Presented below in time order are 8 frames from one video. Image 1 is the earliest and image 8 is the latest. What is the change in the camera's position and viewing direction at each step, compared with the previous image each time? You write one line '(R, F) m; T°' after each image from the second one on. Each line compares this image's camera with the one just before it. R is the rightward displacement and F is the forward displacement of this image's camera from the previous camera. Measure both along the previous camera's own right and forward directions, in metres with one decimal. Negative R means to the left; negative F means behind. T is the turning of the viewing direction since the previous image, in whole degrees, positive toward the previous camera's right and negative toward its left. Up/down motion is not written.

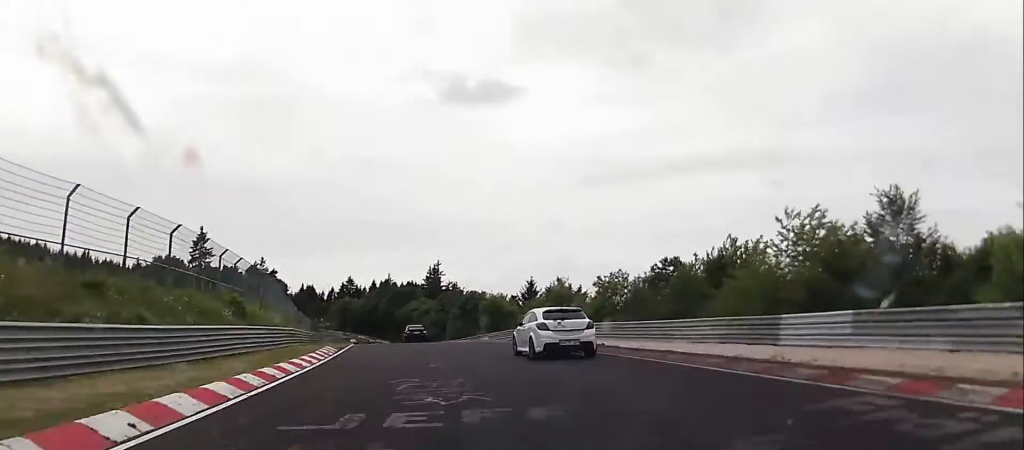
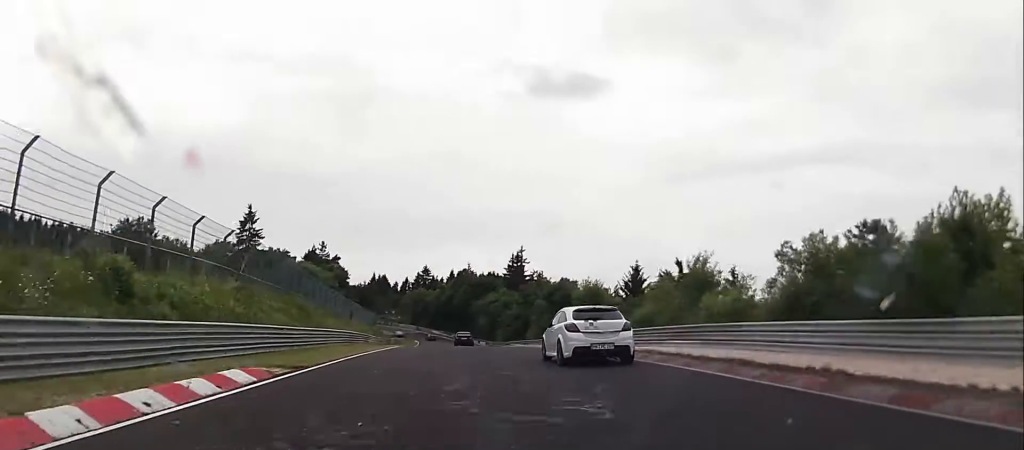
(-1.3, +19.0) m; -7°
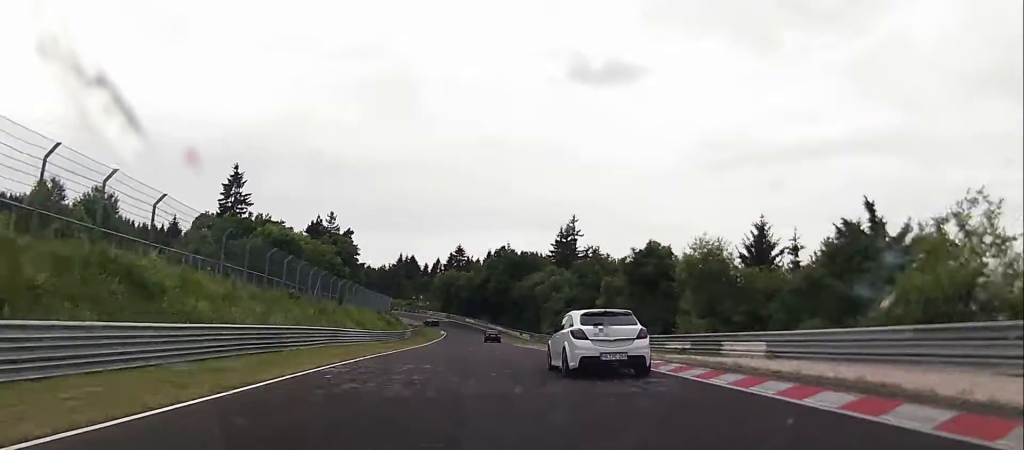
(-1.5, +26.8) m; -3°
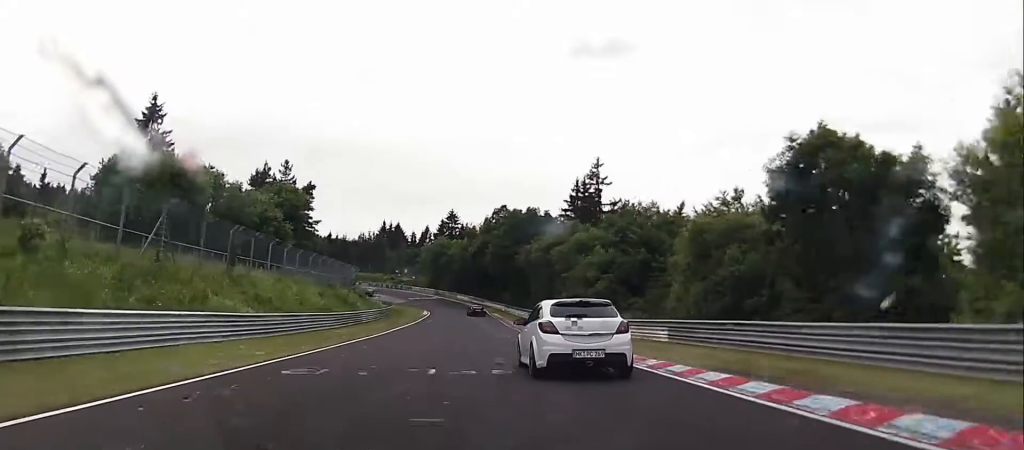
(0.0, +26.7) m; +1°
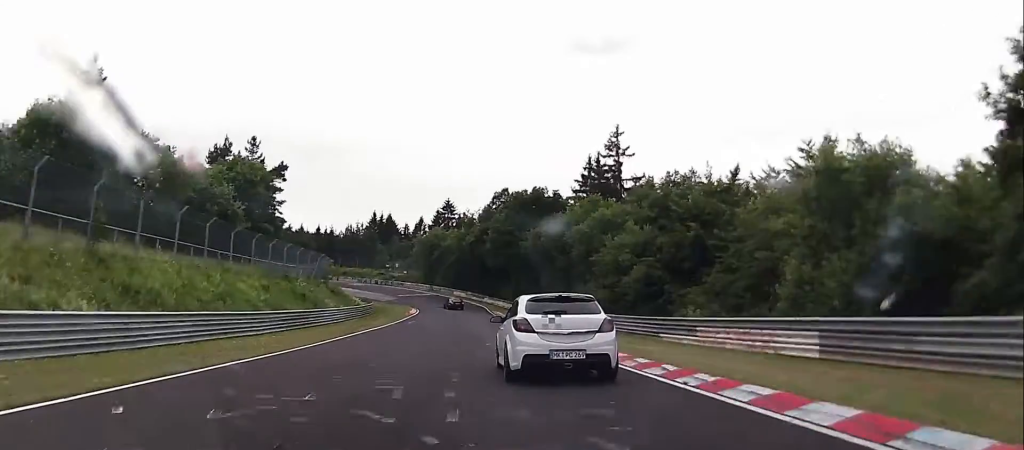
(+0.5, +13.4) m; 0°
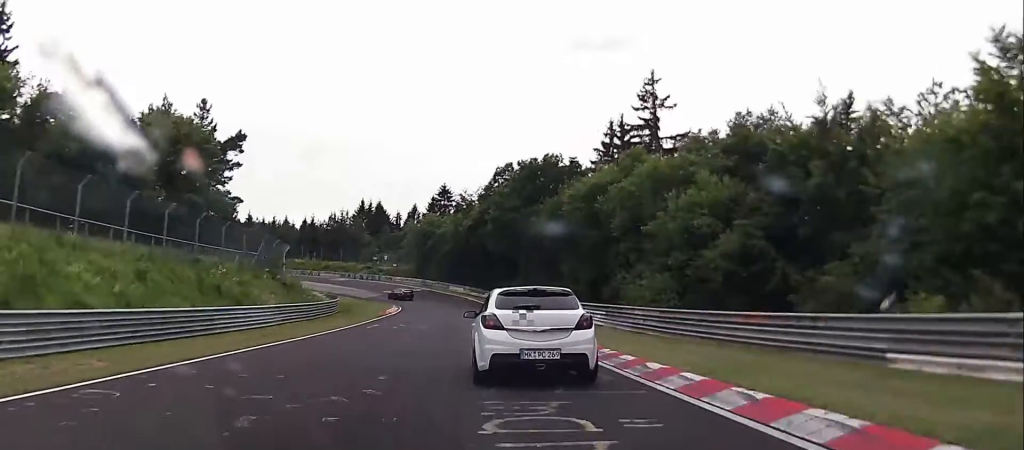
(0.0, +16.4) m; 0°
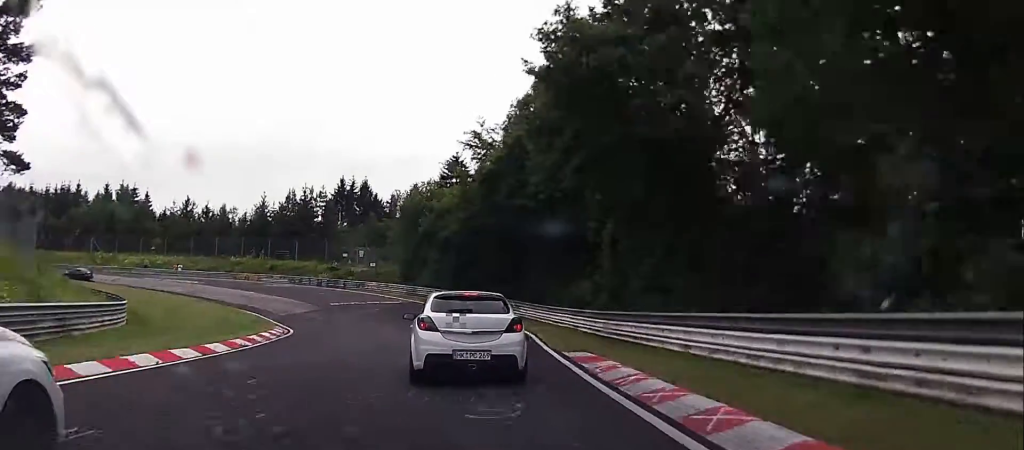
(-0.6, +43.8) m; -4°
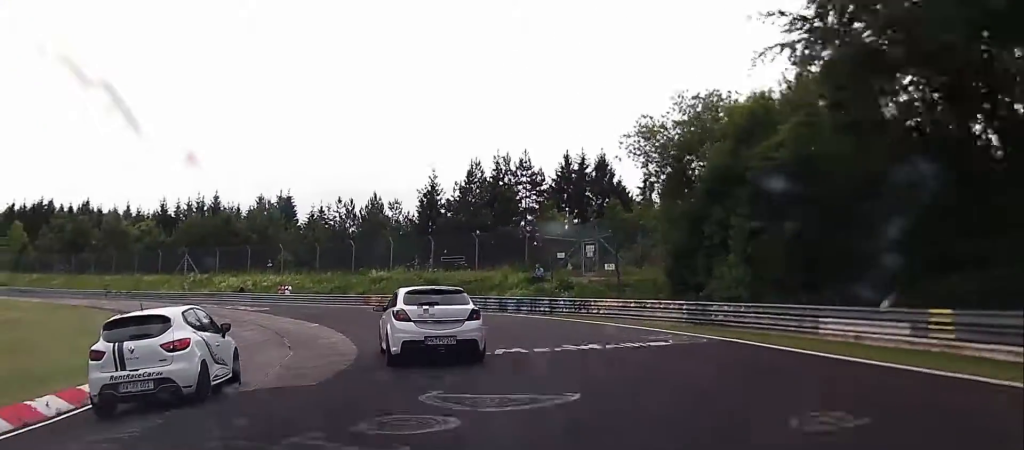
(-4.5, +34.3) m; -22°
